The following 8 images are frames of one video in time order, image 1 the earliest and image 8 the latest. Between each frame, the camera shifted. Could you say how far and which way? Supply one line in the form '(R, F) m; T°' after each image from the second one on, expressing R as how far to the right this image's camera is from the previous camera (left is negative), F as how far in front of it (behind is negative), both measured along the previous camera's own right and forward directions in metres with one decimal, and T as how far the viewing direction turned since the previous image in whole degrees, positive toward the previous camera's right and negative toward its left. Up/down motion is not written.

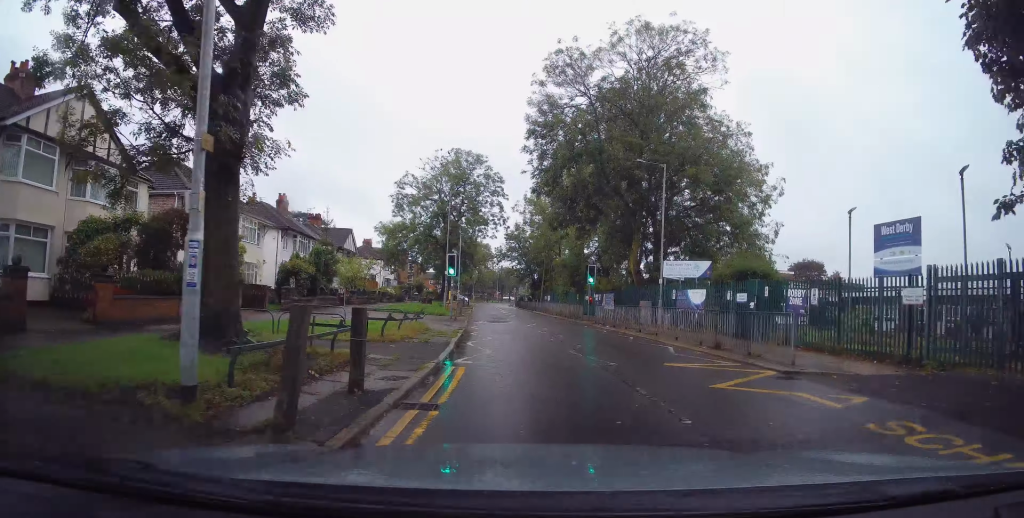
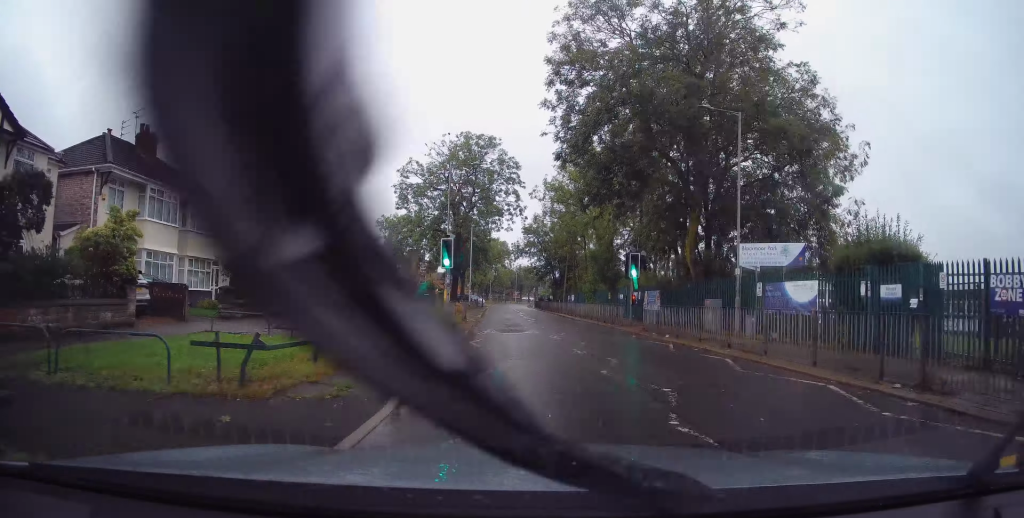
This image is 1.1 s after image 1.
(-0.2, +7.6) m; -3°
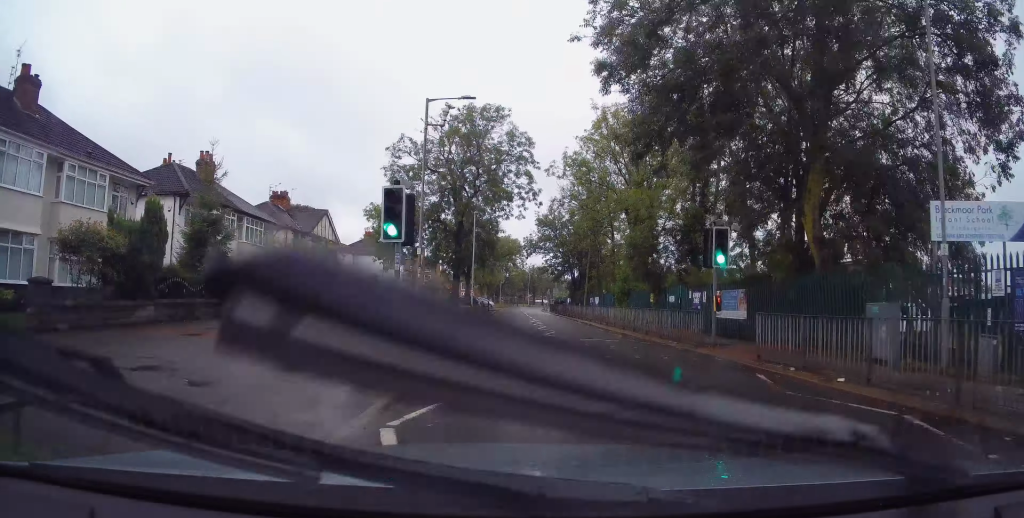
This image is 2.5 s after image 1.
(+0.1, +9.9) m; -1°
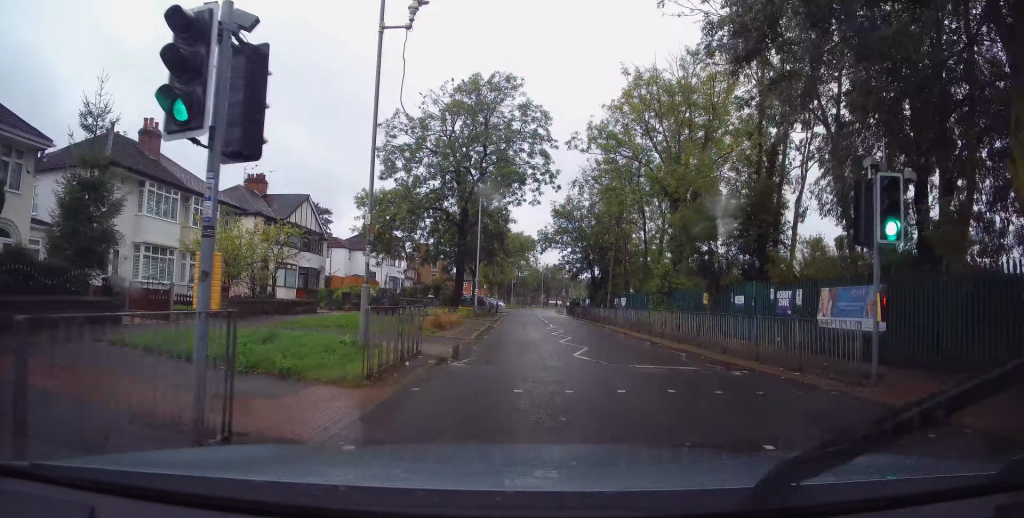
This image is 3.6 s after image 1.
(-0.5, +7.2) m; -3°
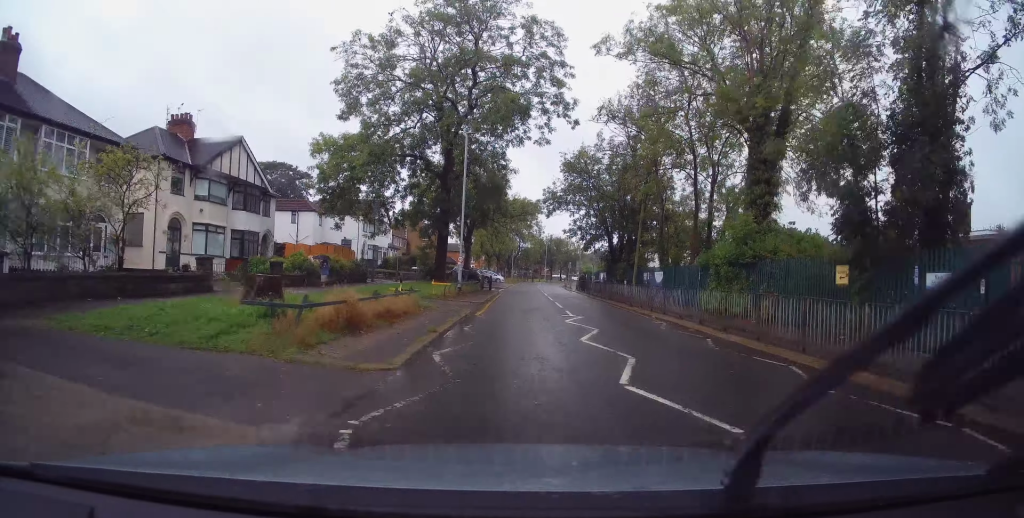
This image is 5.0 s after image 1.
(+0.5, +10.0) m; +5°
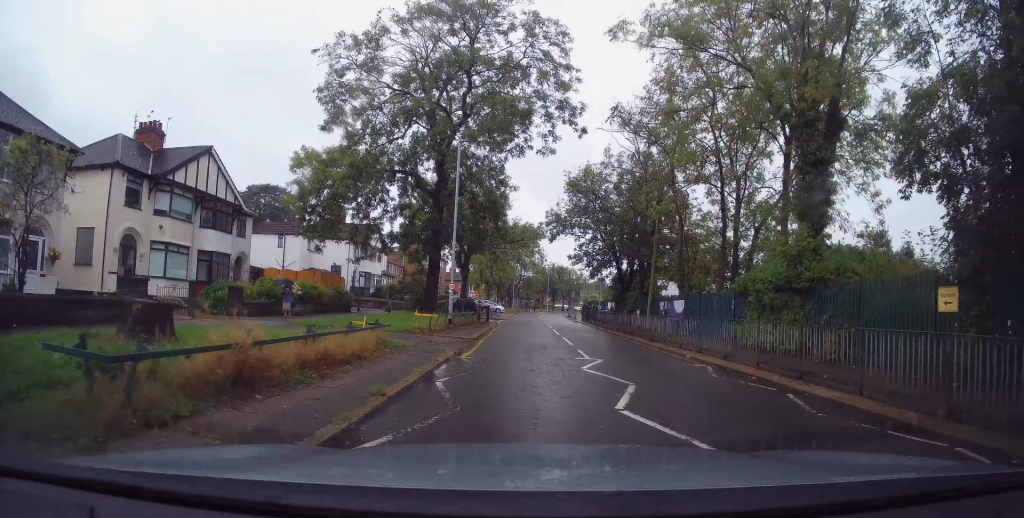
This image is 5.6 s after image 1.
(+0.1, +3.7) m; +2°
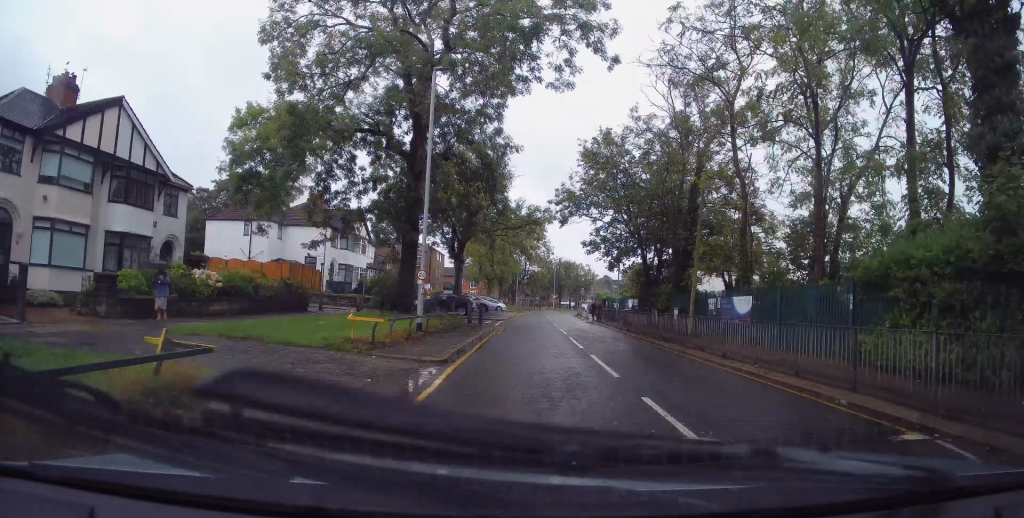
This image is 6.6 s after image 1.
(+0.2, +7.2) m; -3°
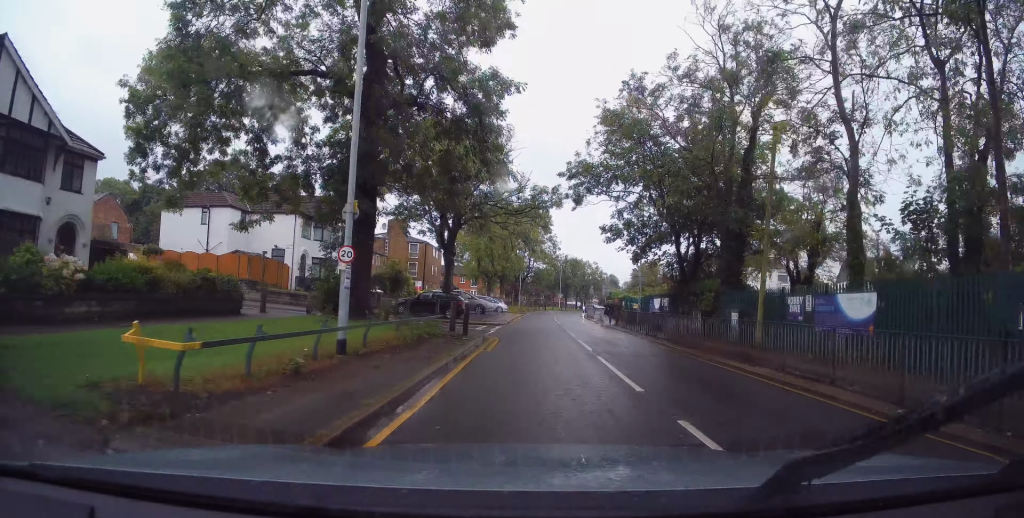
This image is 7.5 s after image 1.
(-0.5, +6.7) m; -2°
